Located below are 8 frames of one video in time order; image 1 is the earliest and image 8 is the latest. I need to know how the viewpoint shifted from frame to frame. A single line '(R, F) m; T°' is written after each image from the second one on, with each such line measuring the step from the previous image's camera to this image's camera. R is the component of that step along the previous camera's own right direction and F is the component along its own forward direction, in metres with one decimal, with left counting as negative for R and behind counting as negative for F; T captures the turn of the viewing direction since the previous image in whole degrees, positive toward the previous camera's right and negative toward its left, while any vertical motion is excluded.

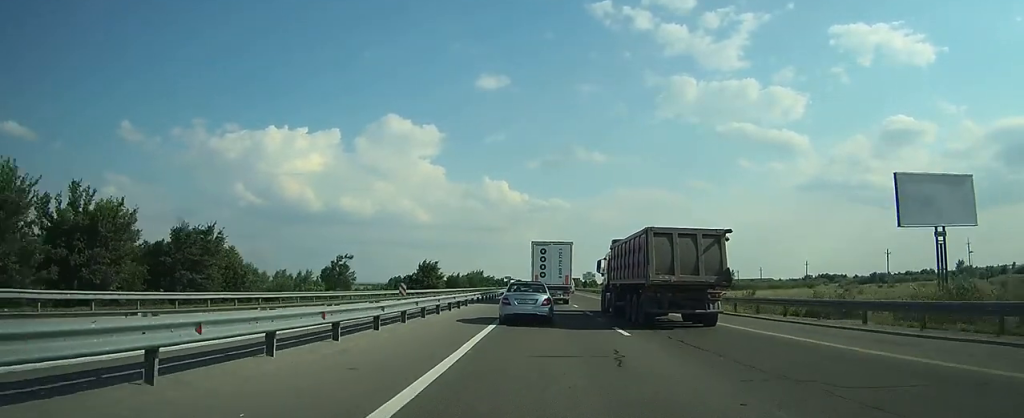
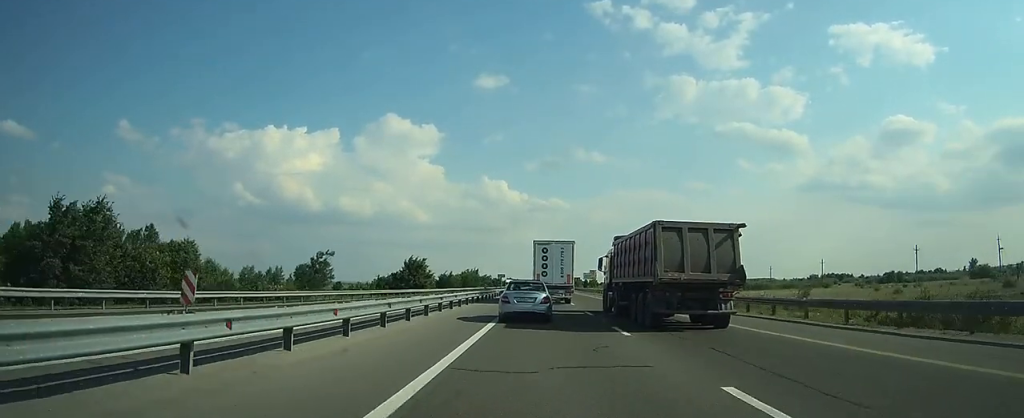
(0.0, +11.1) m; 0°
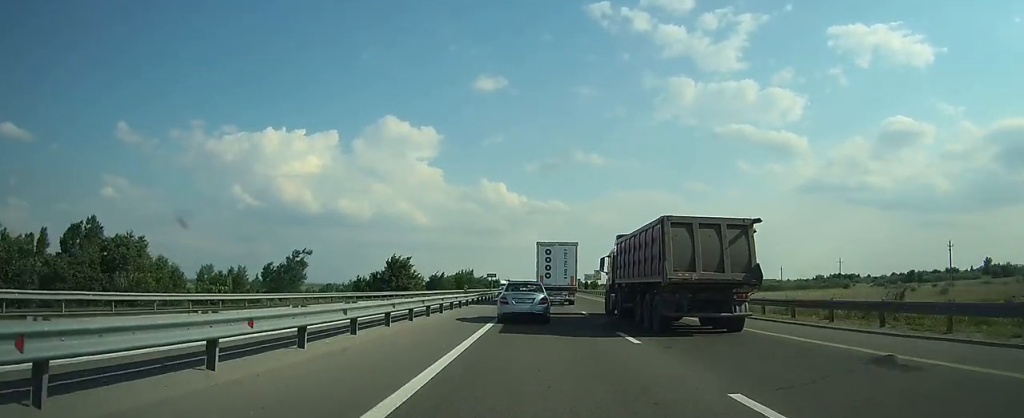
(0.0, +11.2) m; 0°
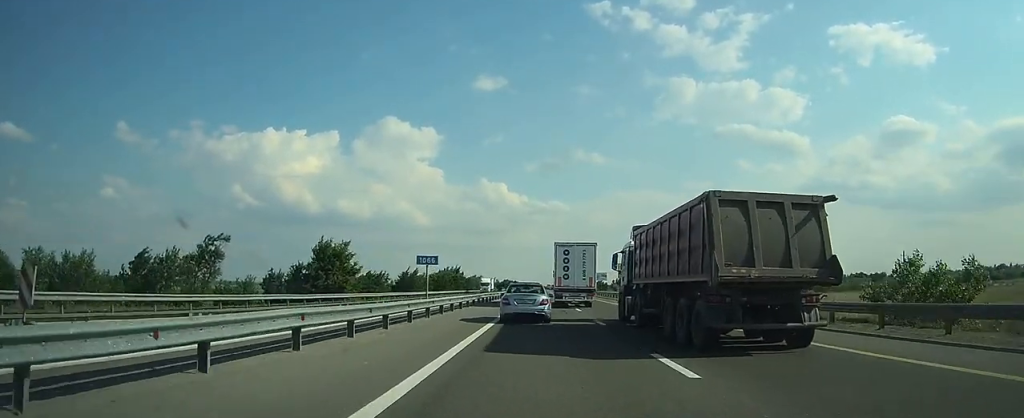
(+0.1, +29.8) m; 0°
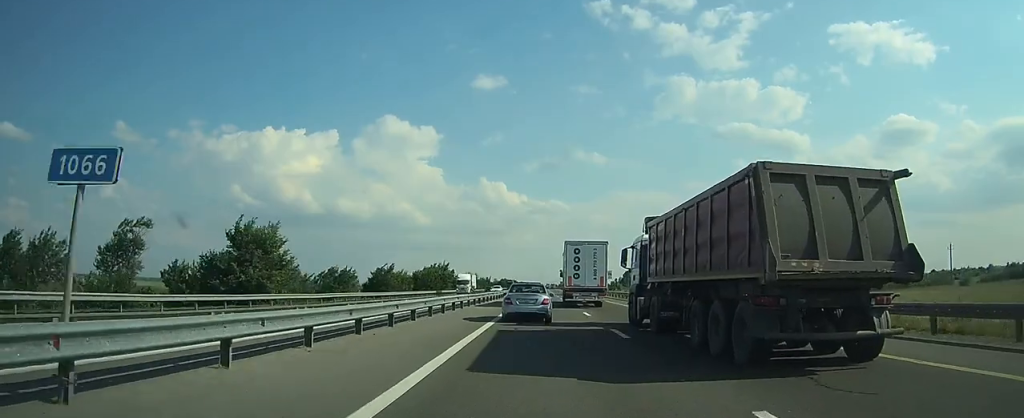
(0.0, +17.3) m; 0°
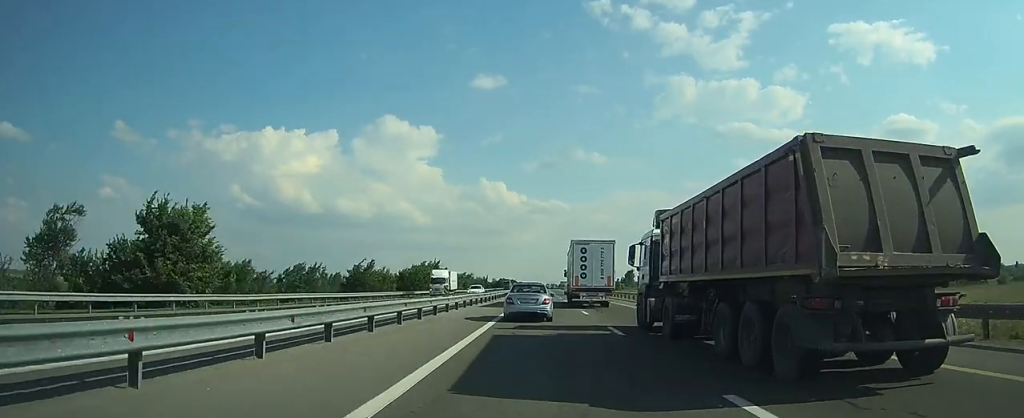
(0.0, +10.9) m; 0°
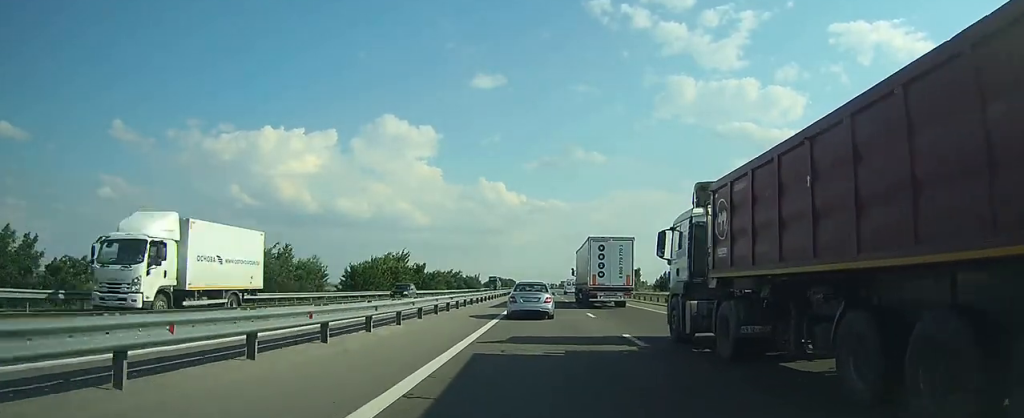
(0.0, +27.1) m; 0°
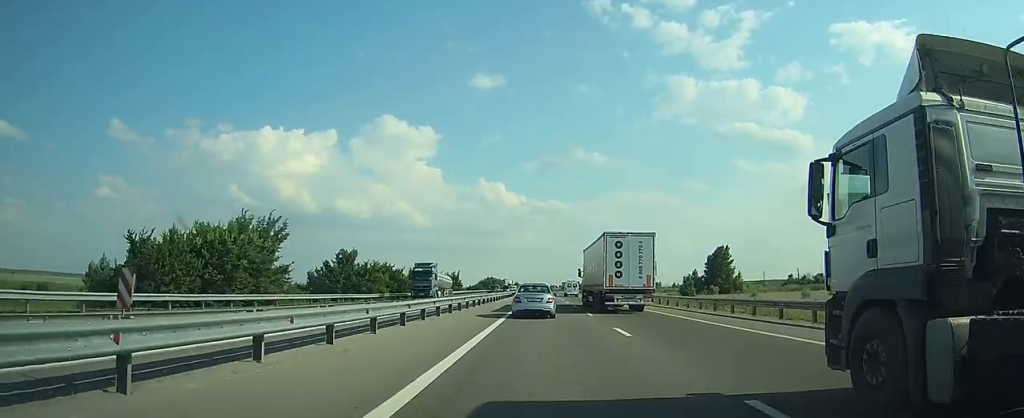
(+0.2, +44.5) m; 0°
